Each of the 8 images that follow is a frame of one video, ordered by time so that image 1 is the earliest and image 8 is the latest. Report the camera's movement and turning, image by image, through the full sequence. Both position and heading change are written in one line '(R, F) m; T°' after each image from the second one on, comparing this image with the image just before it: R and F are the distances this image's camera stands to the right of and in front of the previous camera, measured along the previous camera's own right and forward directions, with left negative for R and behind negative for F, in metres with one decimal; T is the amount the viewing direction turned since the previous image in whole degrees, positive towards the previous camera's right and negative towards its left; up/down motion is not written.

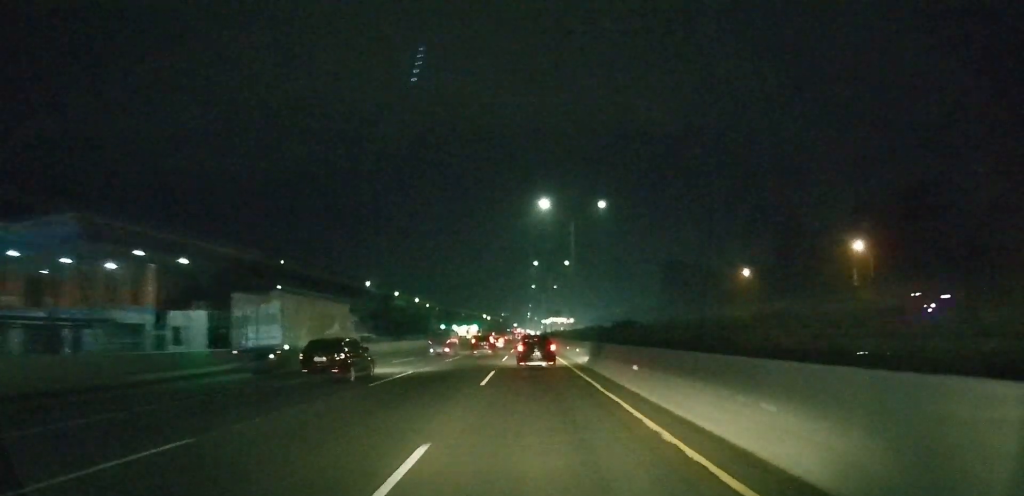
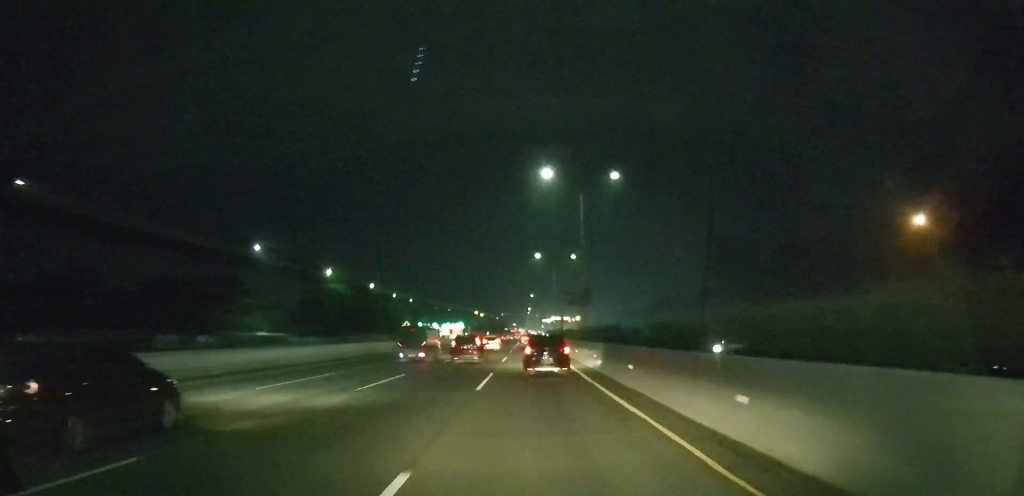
(-0.3, +65.0) m; -1°
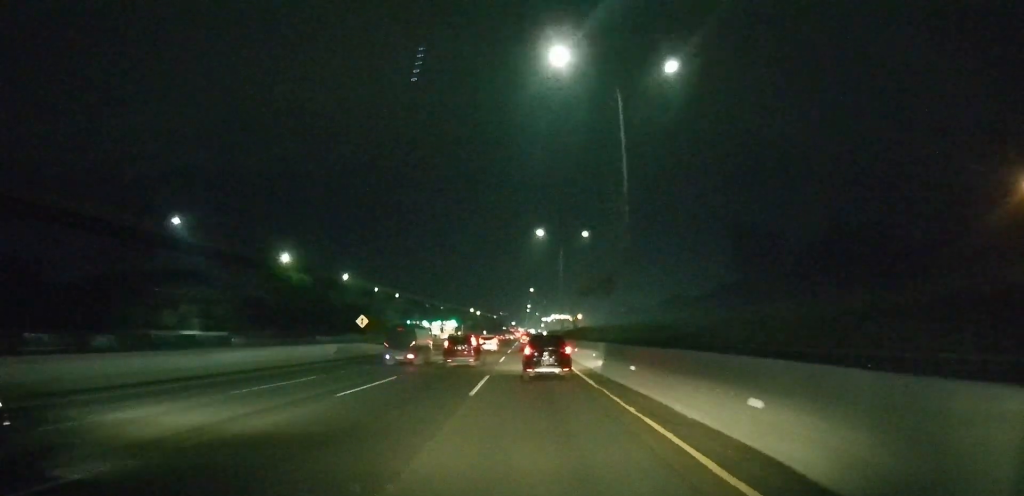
(0.0, +21.8) m; 0°
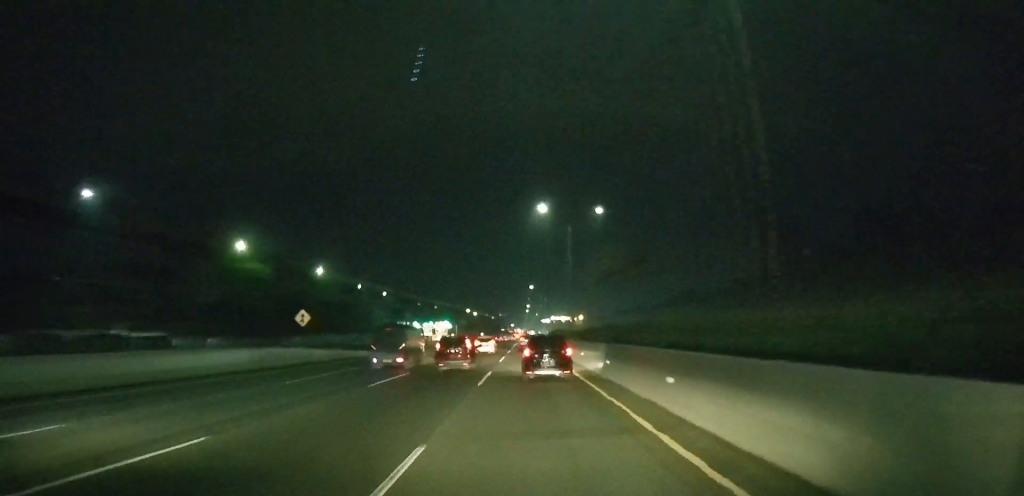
(0.0, +15.0) m; 0°
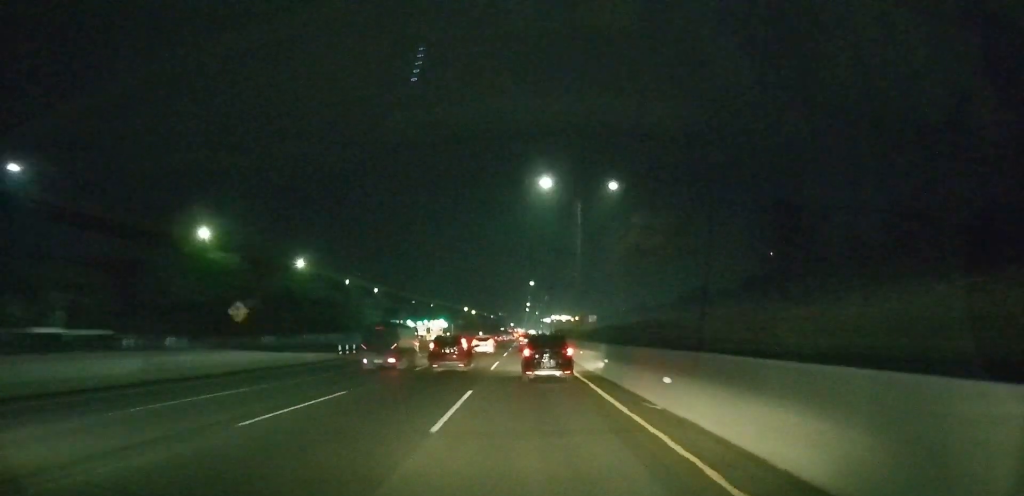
(0.0, +9.6) m; 0°
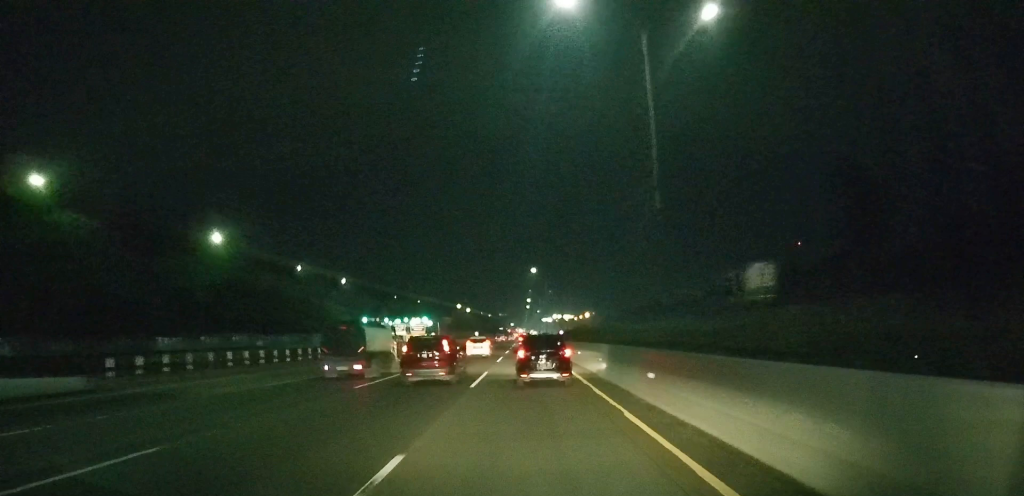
(0.0, +27.0) m; 0°
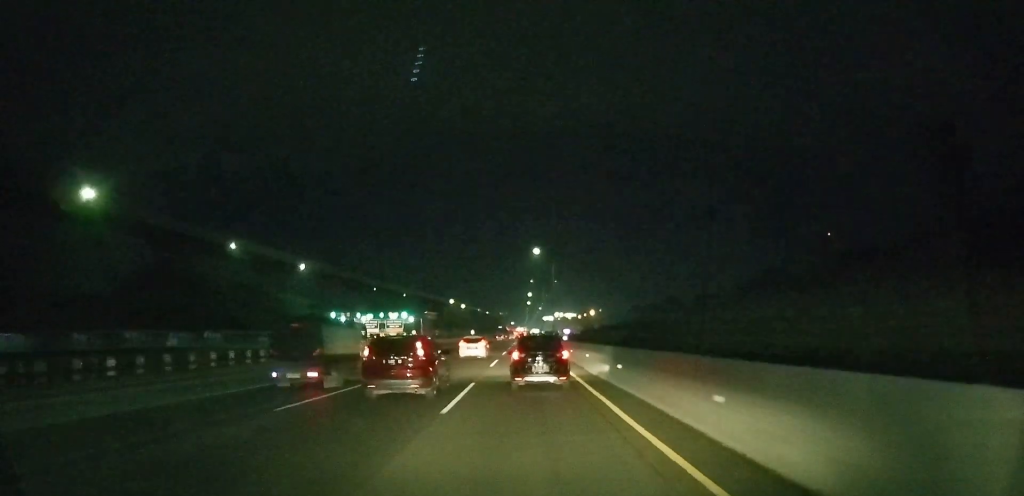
(-0.1, +21.0) m; 0°
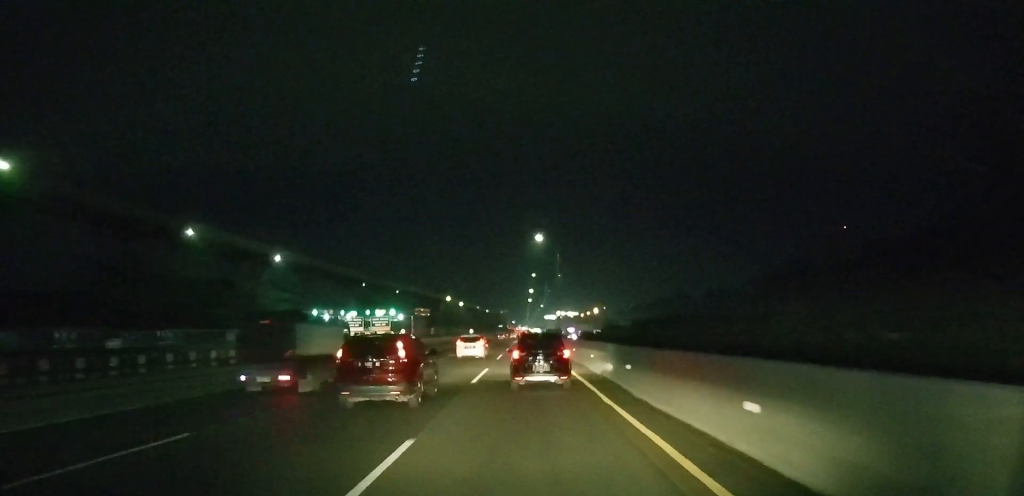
(0.0, +10.2) m; 0°
